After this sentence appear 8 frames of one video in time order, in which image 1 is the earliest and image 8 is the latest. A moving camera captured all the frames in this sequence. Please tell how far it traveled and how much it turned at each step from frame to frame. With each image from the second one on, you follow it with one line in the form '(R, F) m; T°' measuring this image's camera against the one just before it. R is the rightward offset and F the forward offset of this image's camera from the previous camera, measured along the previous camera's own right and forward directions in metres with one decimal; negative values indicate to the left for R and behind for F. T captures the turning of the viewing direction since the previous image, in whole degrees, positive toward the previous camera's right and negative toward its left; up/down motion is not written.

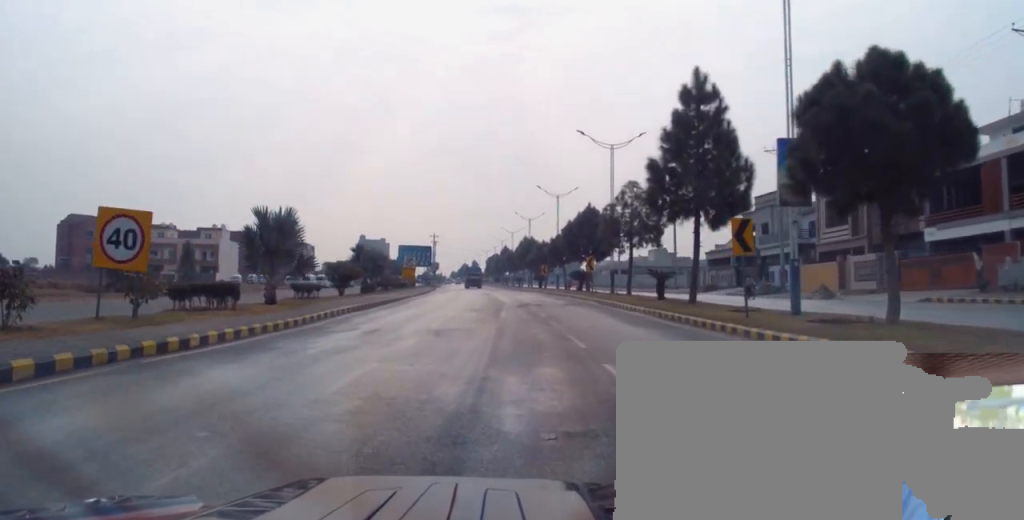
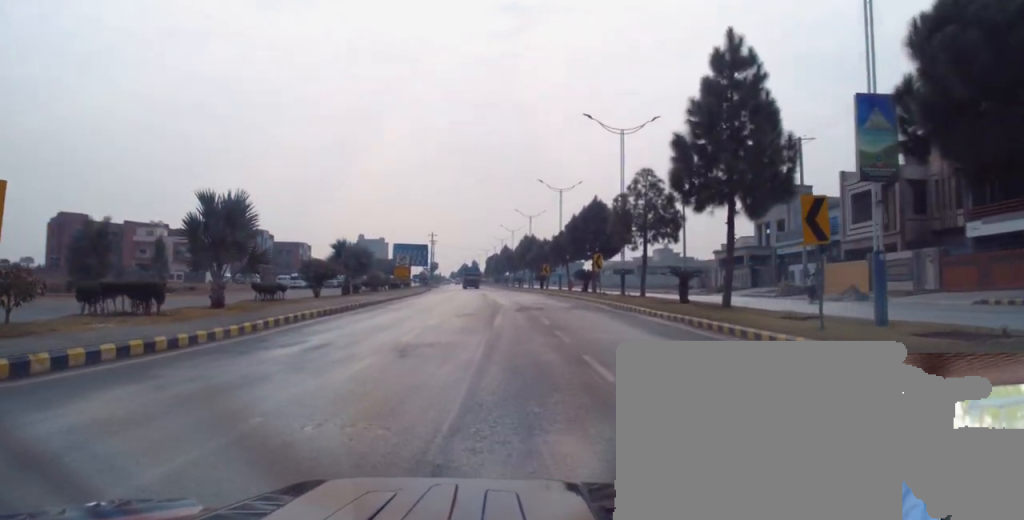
(+0.2, +4.8) m; 0°
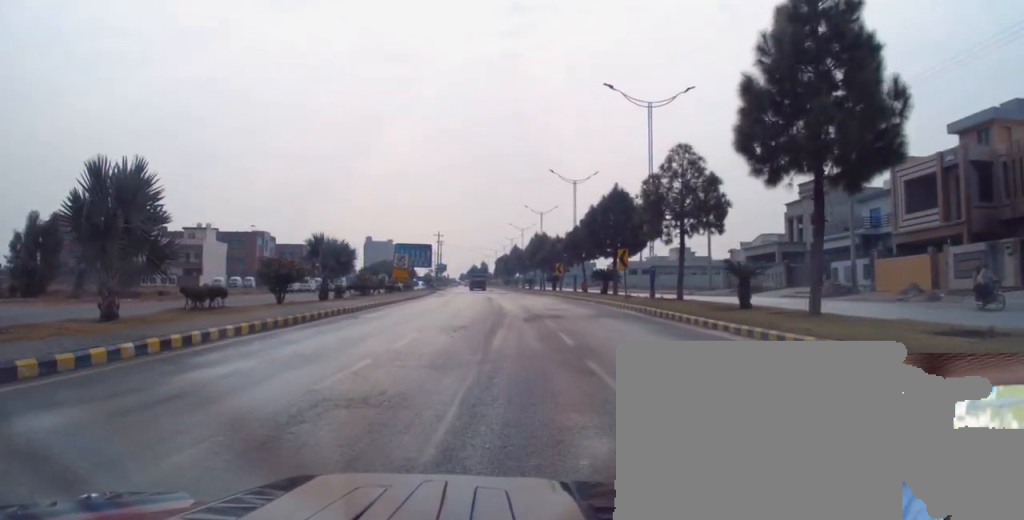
(-0.2, +6.9) m; 0°
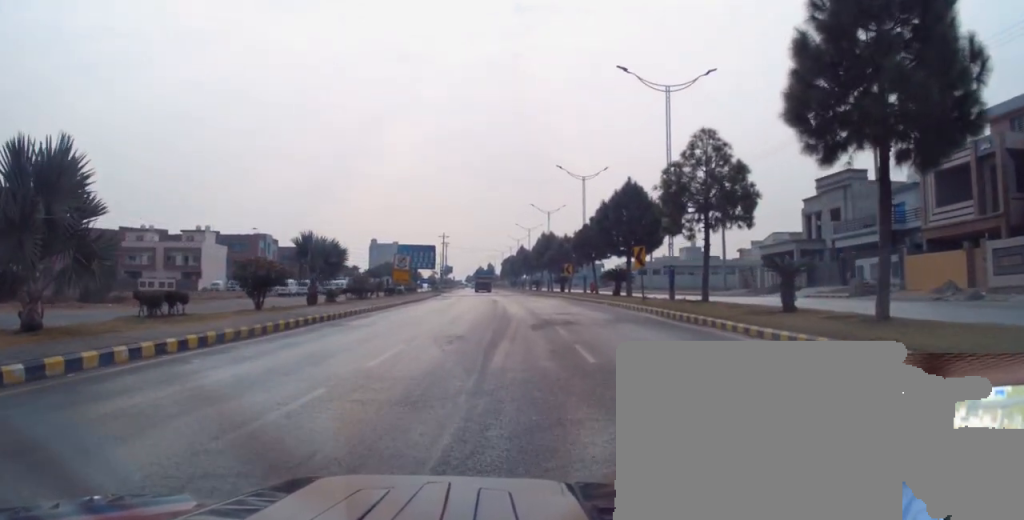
(0.0, +3.3) m; 0°
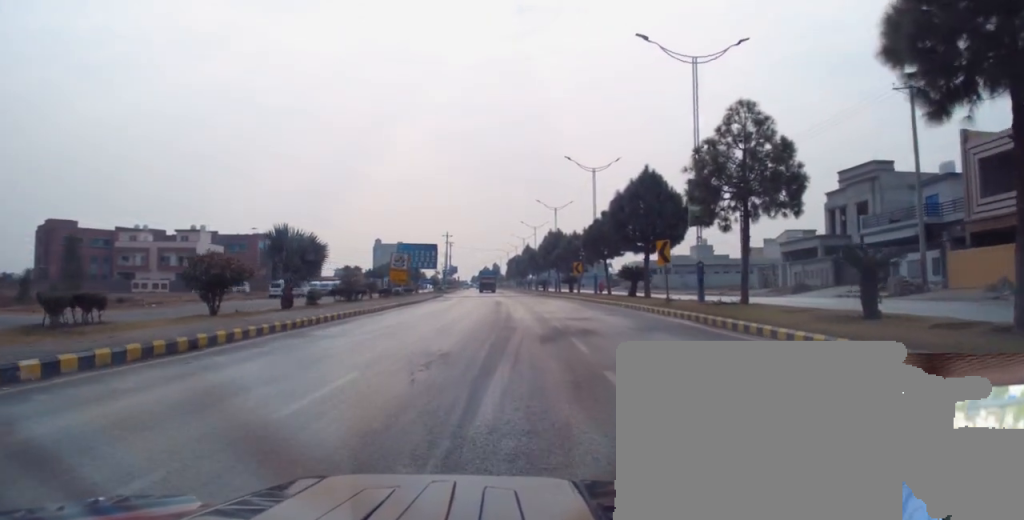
(+0.2, +4.3) m; 0°
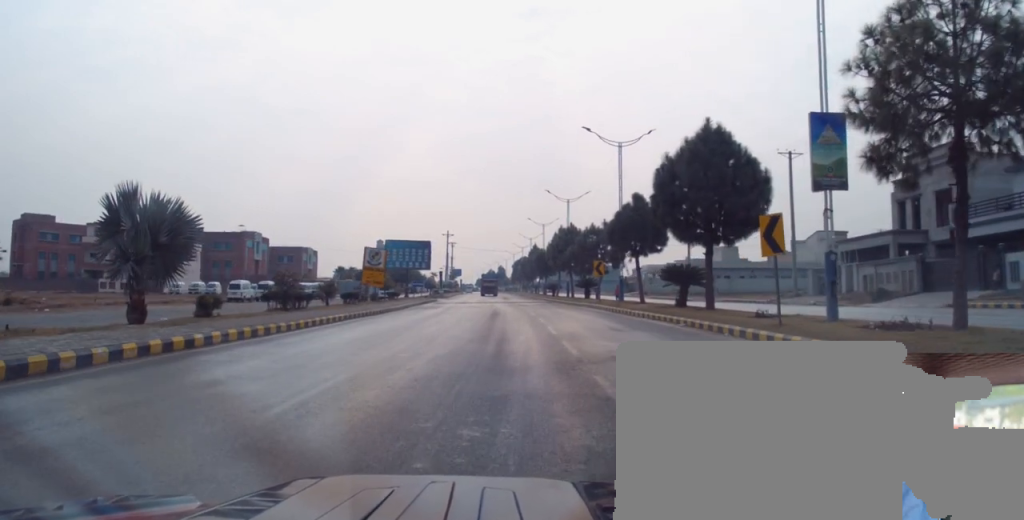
(-0.4, +12.1) m; -4°
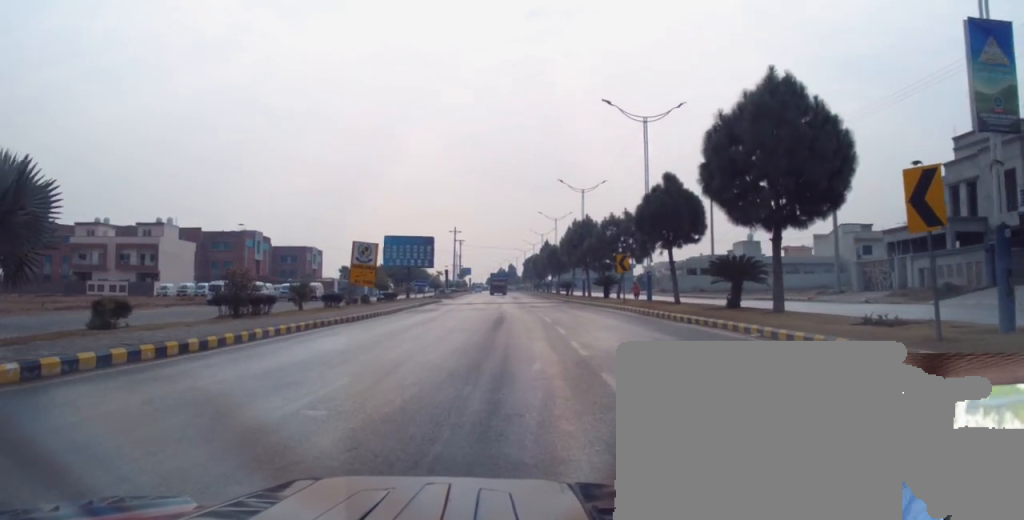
(-0.1, +6.5) m; 0°
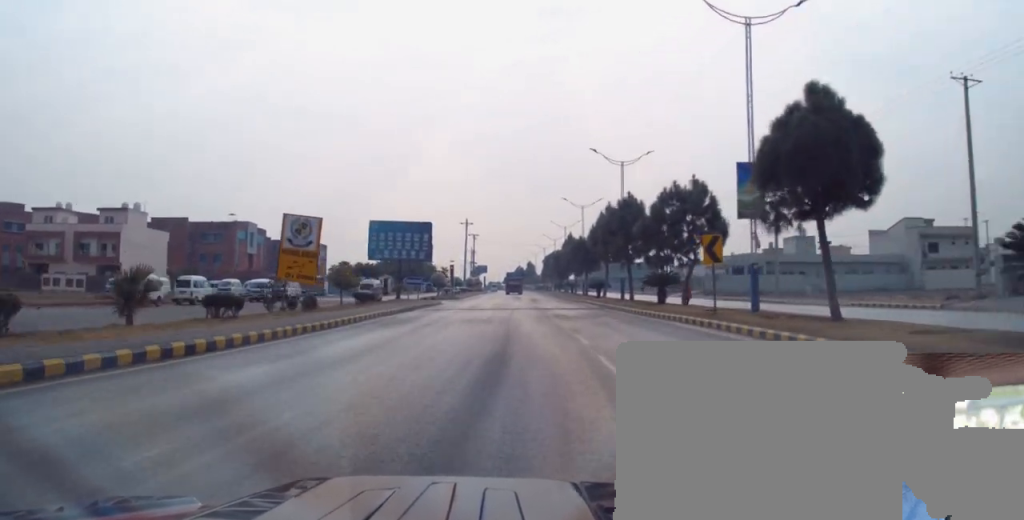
(+0.7, +15.3) m; +3°
